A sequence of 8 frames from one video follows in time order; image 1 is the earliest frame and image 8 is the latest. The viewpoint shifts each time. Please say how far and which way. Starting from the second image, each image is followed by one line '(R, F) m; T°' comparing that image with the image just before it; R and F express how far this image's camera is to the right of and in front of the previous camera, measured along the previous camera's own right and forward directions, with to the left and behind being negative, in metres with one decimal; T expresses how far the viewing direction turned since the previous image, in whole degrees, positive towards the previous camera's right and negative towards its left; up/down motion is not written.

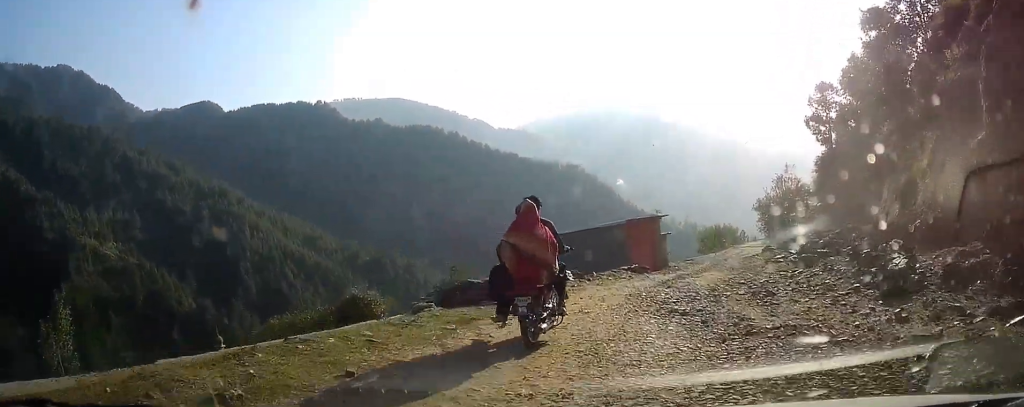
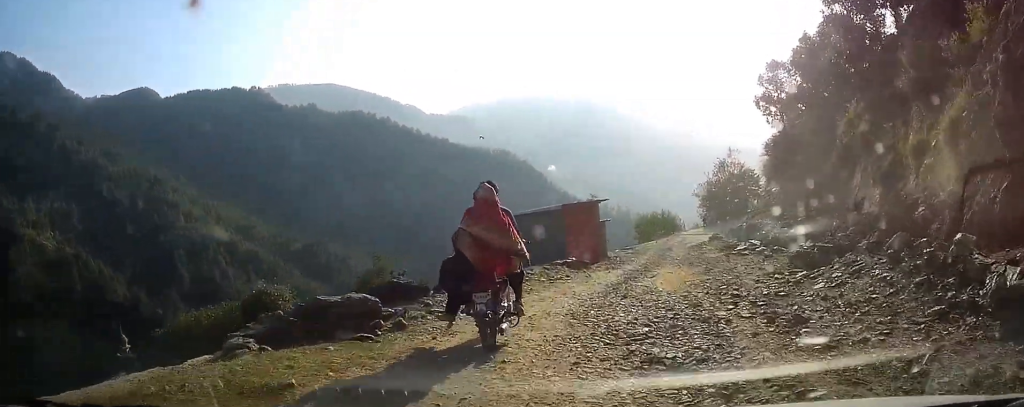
(+0.1, +3.6) m; +5°
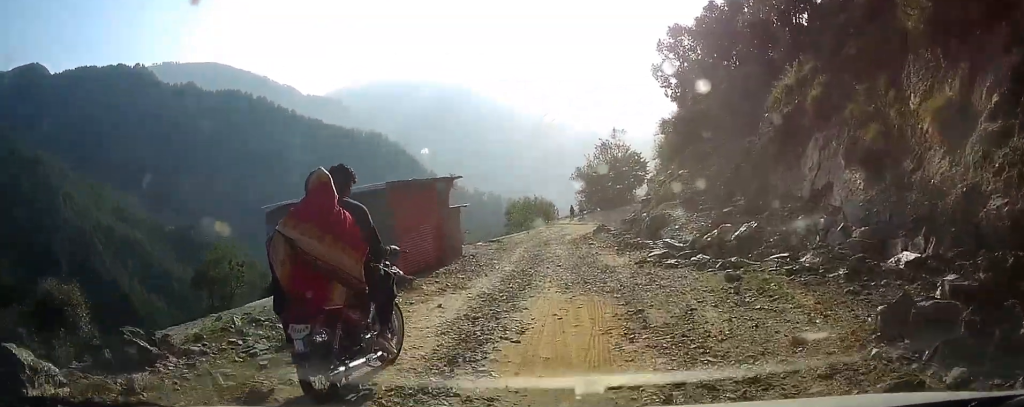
(+1.3, +8.4) m; +9°
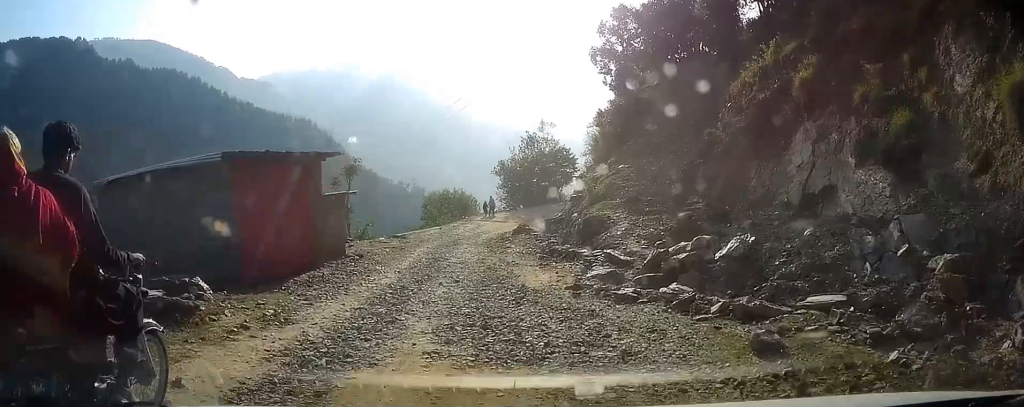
(0.0, +5.0) m; 0°
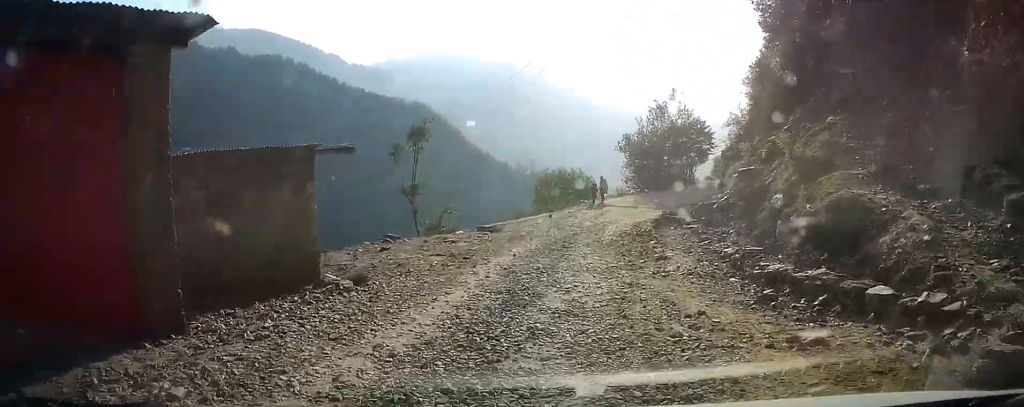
(-0.1, +8.9) m; +1°
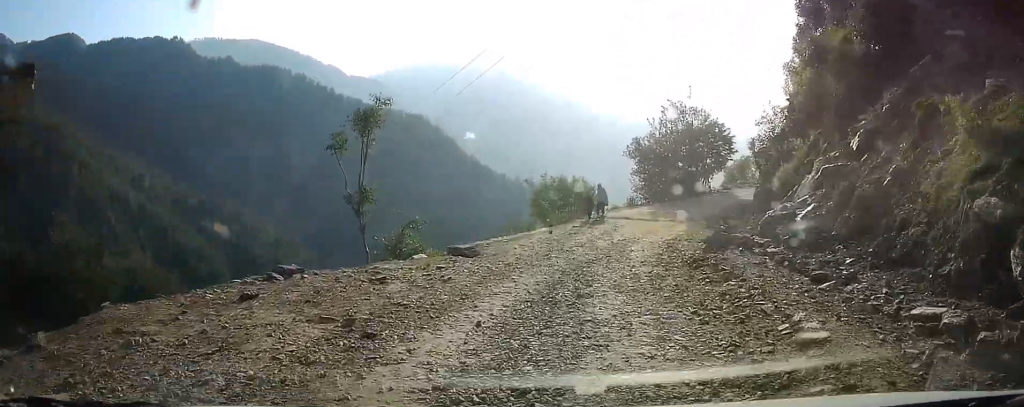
(+0.2, +7.1) m; -3°
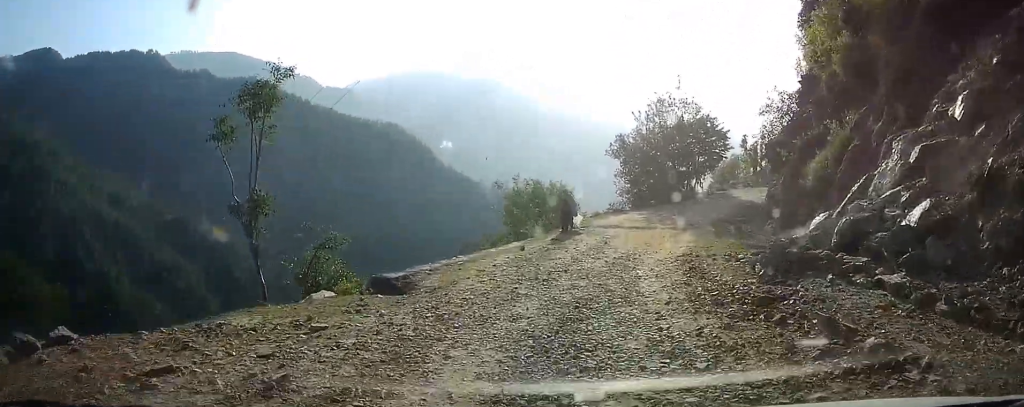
(-0.4, +5.2) m; 0°
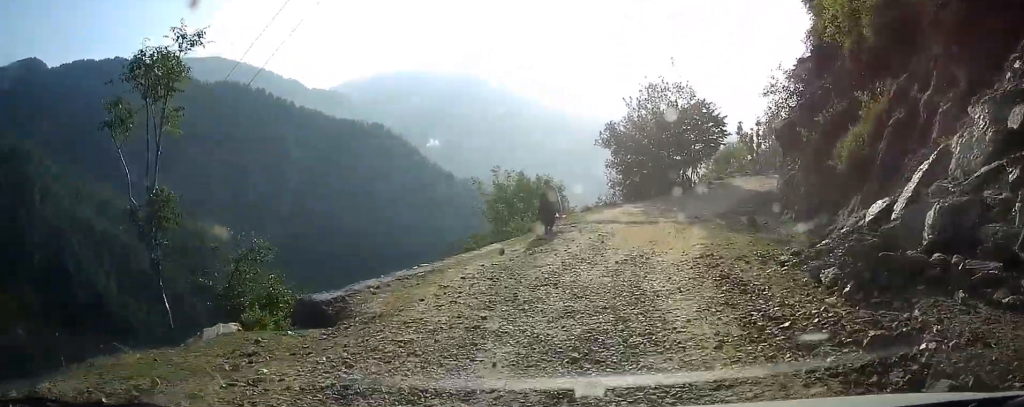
(-0.3, +3.1) m; +1°
